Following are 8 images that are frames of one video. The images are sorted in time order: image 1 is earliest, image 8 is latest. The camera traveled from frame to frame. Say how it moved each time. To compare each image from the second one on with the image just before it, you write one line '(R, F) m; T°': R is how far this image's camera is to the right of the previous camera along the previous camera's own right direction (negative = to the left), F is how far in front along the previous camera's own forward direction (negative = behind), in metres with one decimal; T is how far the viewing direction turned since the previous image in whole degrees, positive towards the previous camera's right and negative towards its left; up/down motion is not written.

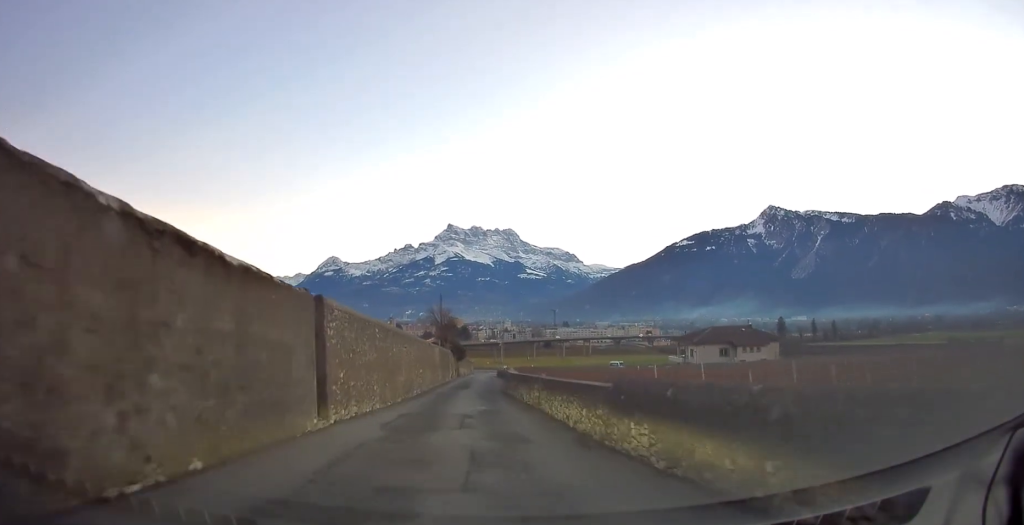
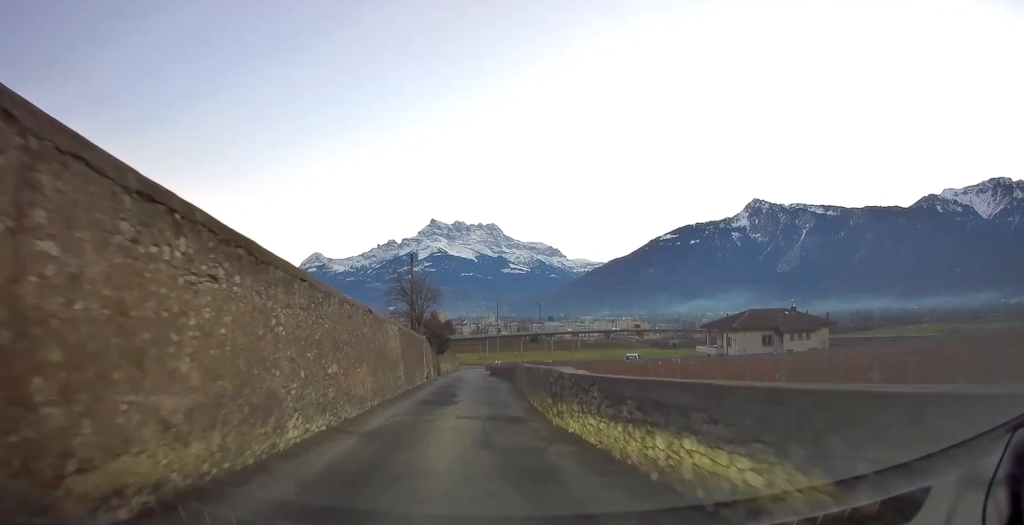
(+0.1, +17.8) m; +1°
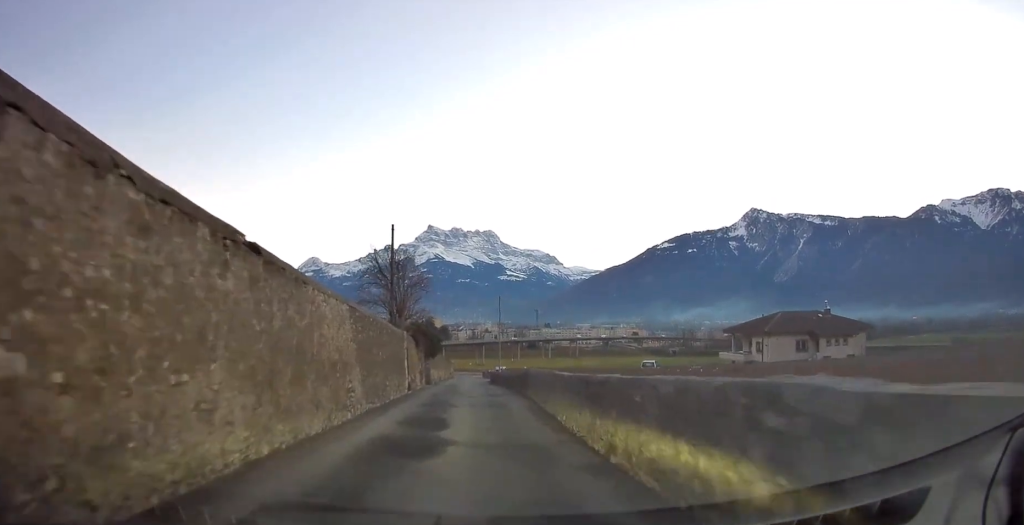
(0.0, +9.1) m; 0°
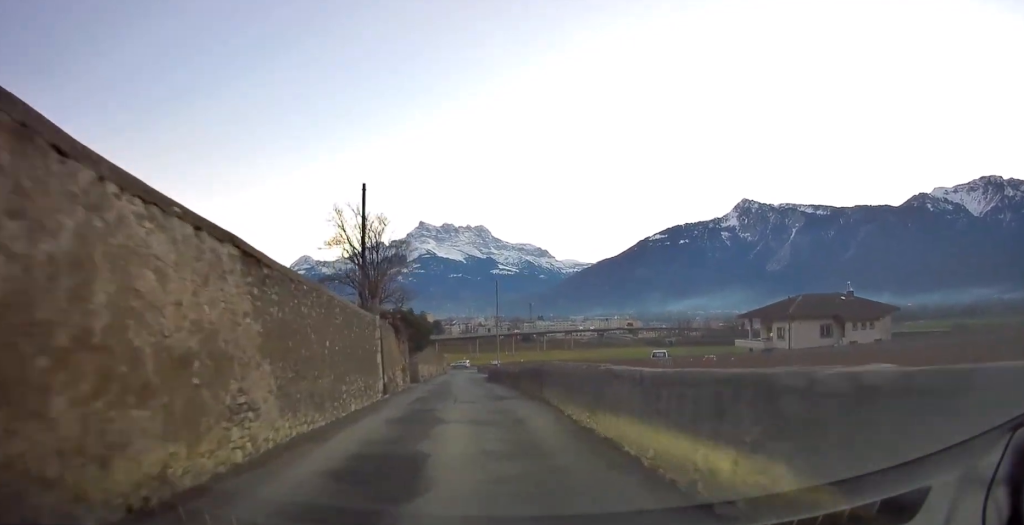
(0.0, +6.4) m; 0°
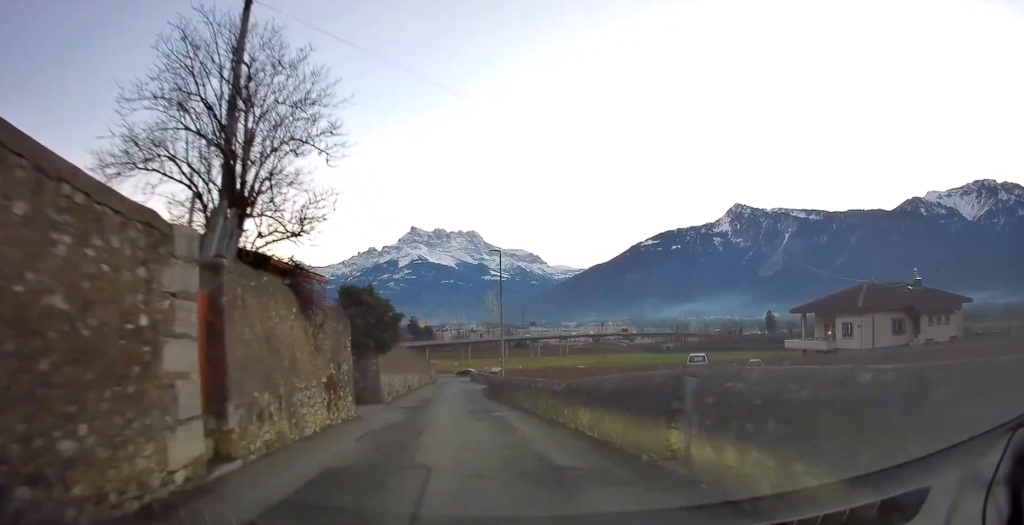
(+0.1, +12.7) m; +1°
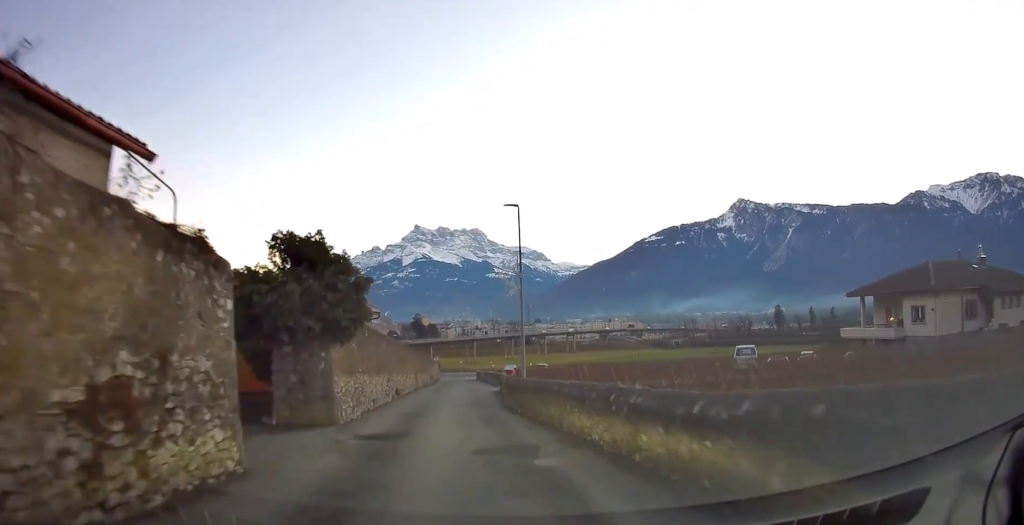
(+0.1, +8.6) m; 0°
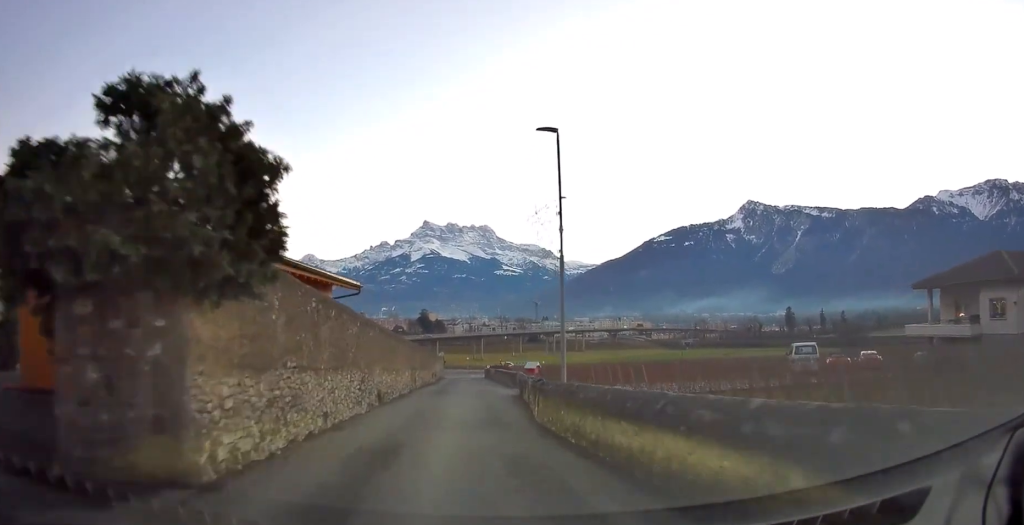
(0.0, +7.3) m; 0°
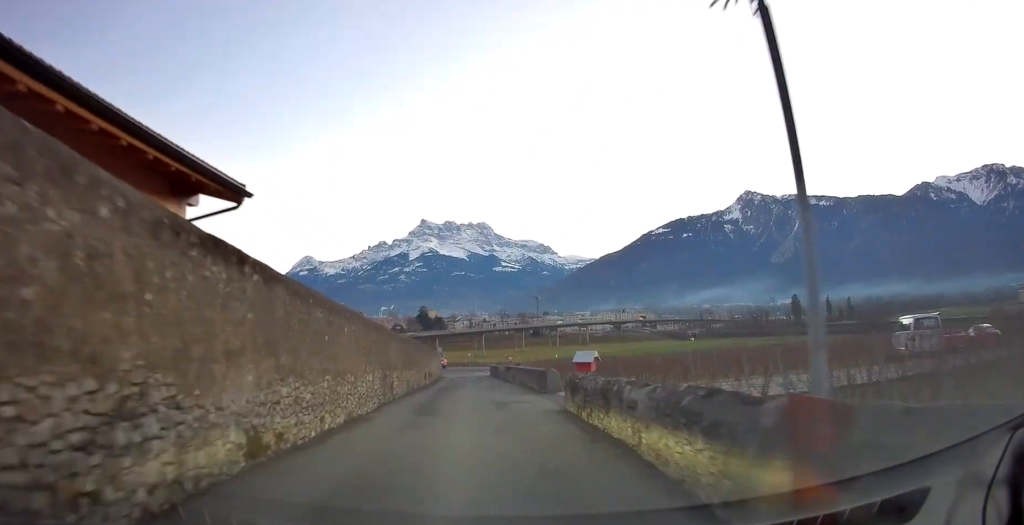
(0.0, +11.4) m; 0°
